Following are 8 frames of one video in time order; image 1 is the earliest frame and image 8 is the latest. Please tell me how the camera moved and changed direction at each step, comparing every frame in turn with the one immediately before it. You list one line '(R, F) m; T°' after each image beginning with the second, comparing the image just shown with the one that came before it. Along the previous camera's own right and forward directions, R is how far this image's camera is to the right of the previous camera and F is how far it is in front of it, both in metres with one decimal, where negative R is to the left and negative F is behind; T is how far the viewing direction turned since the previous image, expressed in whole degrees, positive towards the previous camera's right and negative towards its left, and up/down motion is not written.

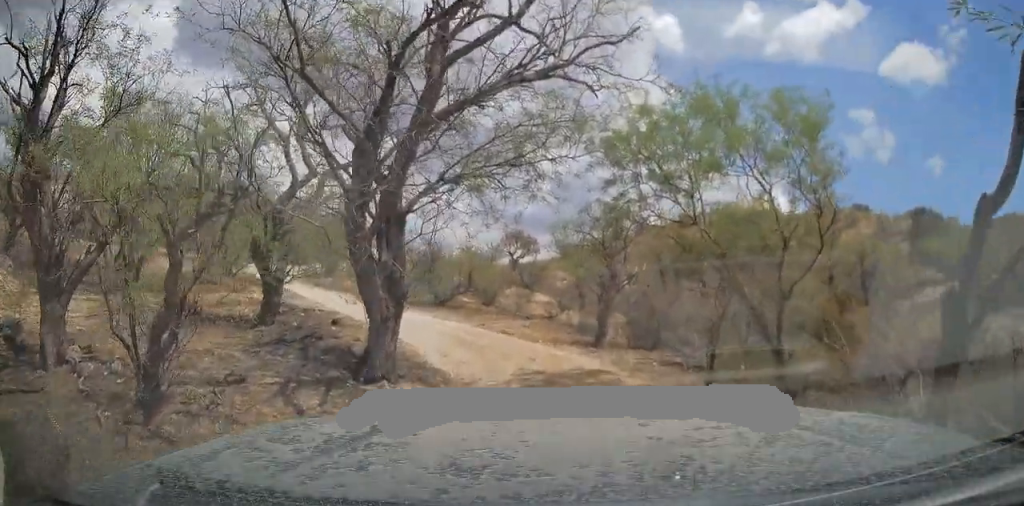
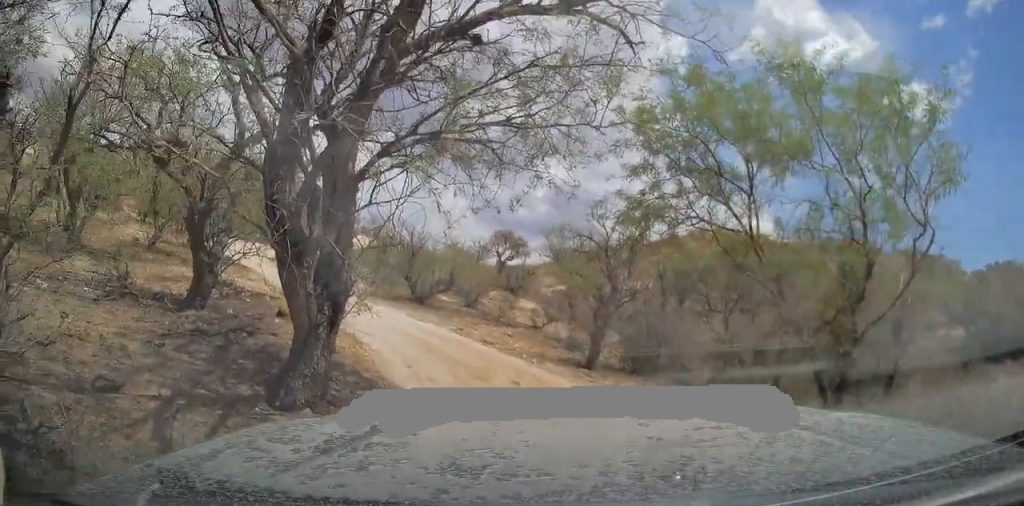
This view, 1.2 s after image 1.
(-0.1, +2.1) m; +3°
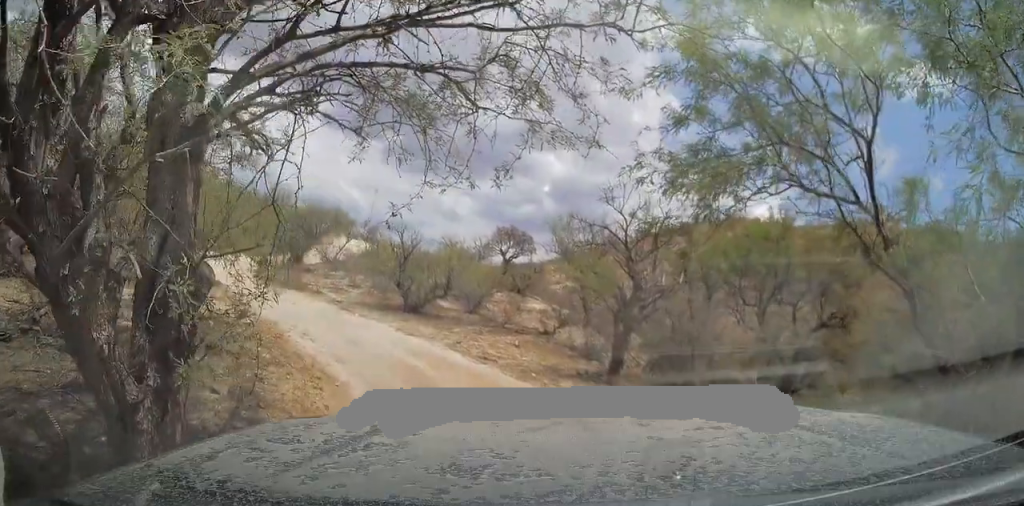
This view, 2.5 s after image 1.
(+0.2, +2.4) m; +8°
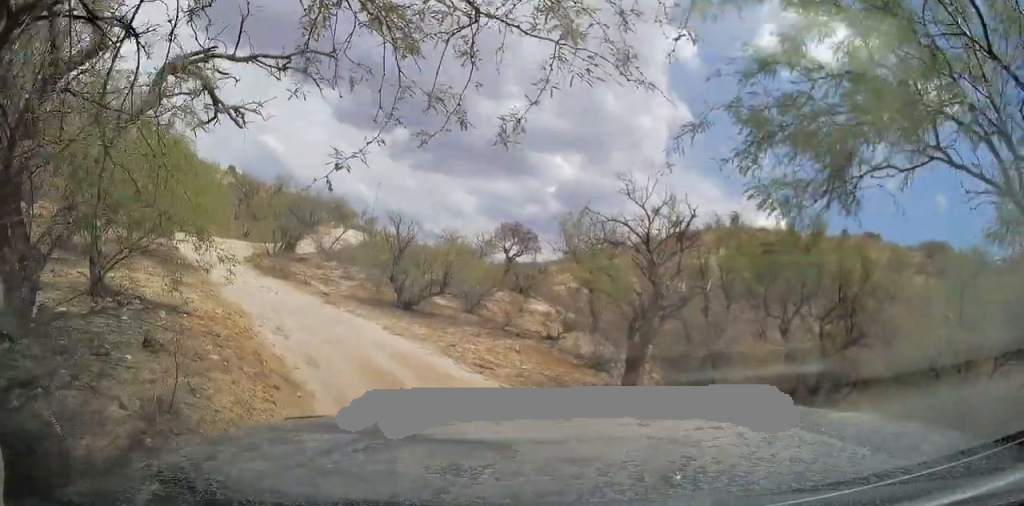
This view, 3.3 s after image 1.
(0.0, +1.5) m; +4°
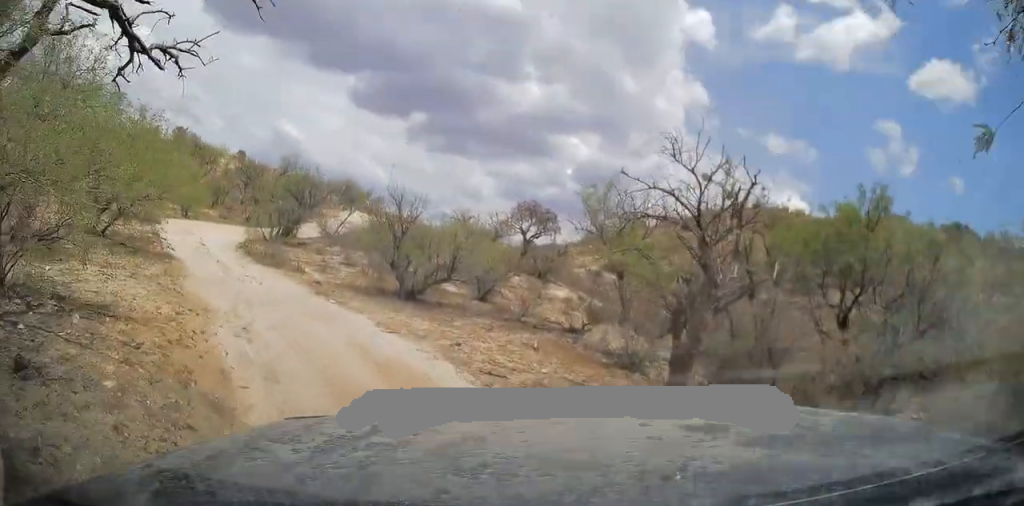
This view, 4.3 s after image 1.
(+0.1, +2.1) m; -7°
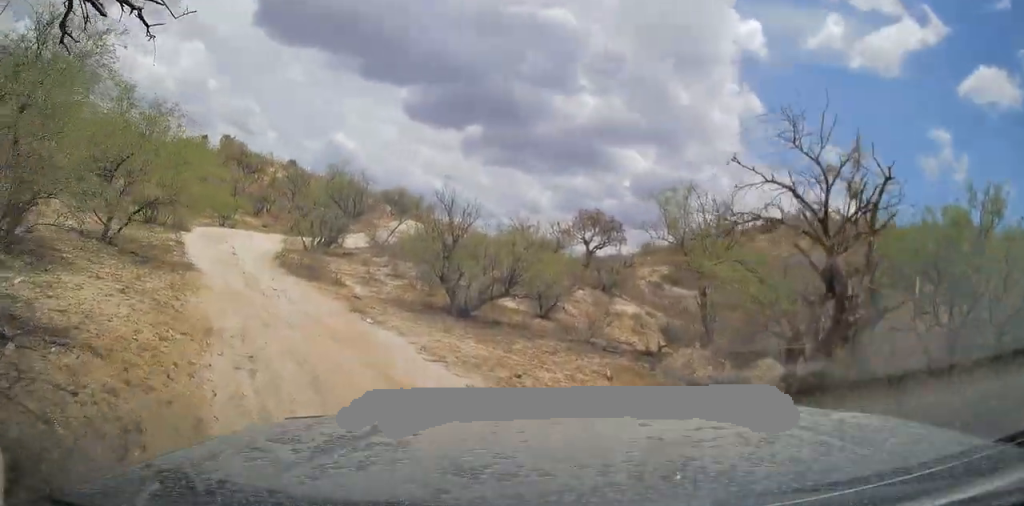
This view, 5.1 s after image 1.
(-0.2, +1.7) m; -18°
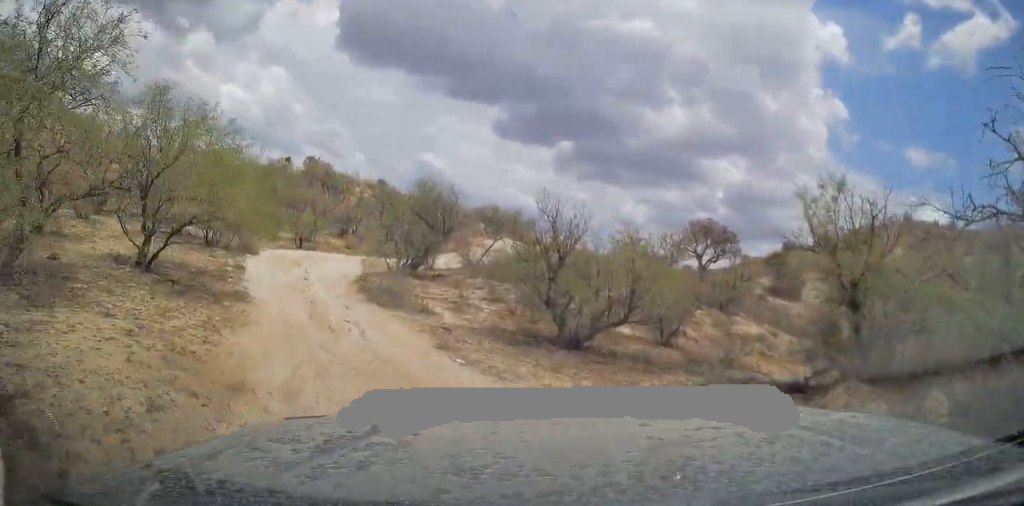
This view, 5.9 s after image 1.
(-0.4, +1.9) m; -13°
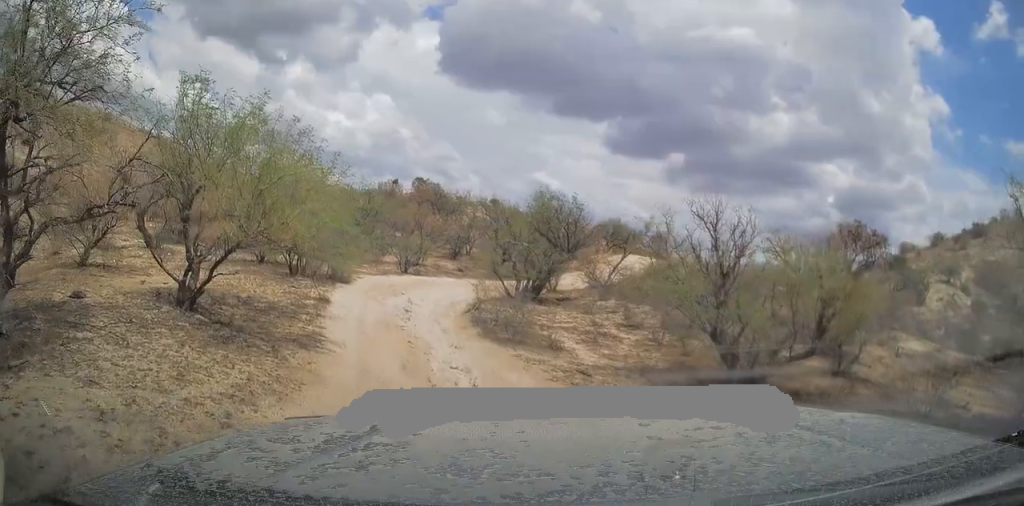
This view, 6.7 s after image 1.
(-0.2, +2.4) m; -5°
